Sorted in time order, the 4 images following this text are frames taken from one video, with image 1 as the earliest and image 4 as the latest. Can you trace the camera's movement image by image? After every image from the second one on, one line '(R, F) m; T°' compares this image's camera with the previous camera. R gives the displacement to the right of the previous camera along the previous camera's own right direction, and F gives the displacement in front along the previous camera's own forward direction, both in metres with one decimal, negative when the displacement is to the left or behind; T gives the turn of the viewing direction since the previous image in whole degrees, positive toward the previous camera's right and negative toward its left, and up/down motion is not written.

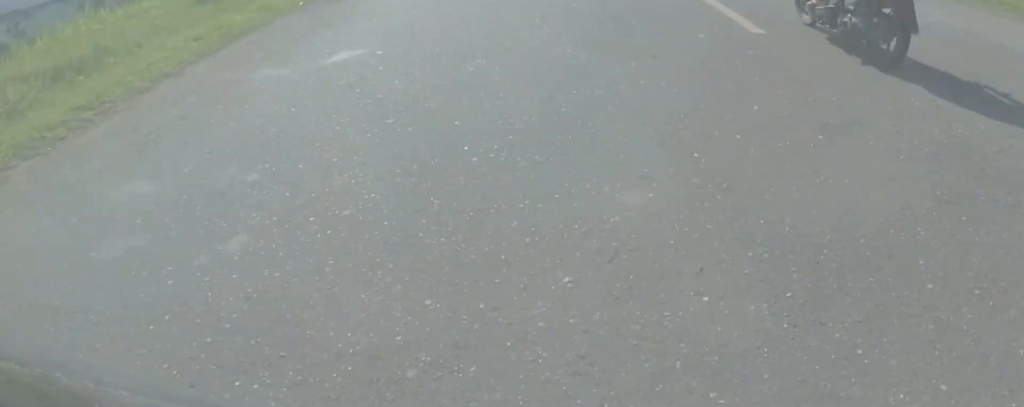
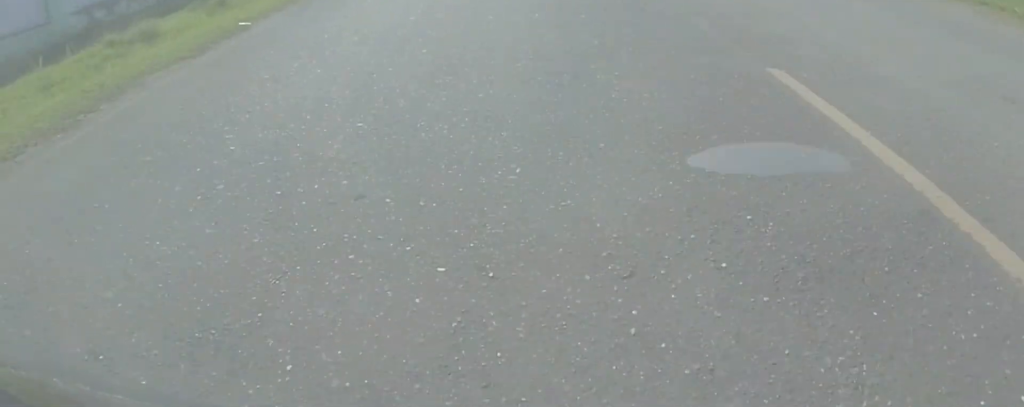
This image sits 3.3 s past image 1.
(-0.5, +35.5) m; +1°
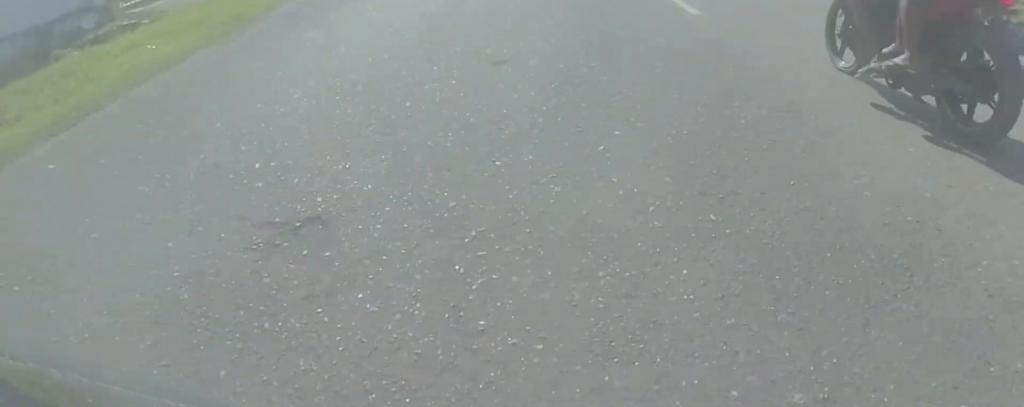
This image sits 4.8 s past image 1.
(+0.3, +17.1) m; -3°
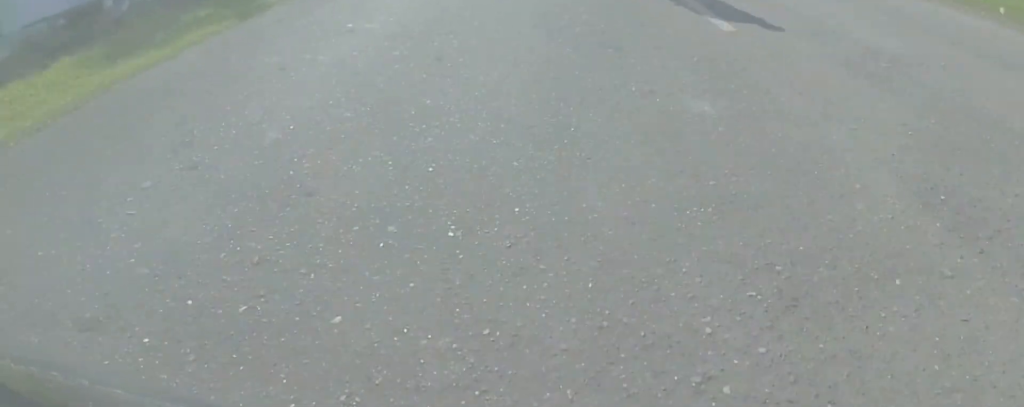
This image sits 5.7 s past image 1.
(-0.3, +9.1) m; 0°
